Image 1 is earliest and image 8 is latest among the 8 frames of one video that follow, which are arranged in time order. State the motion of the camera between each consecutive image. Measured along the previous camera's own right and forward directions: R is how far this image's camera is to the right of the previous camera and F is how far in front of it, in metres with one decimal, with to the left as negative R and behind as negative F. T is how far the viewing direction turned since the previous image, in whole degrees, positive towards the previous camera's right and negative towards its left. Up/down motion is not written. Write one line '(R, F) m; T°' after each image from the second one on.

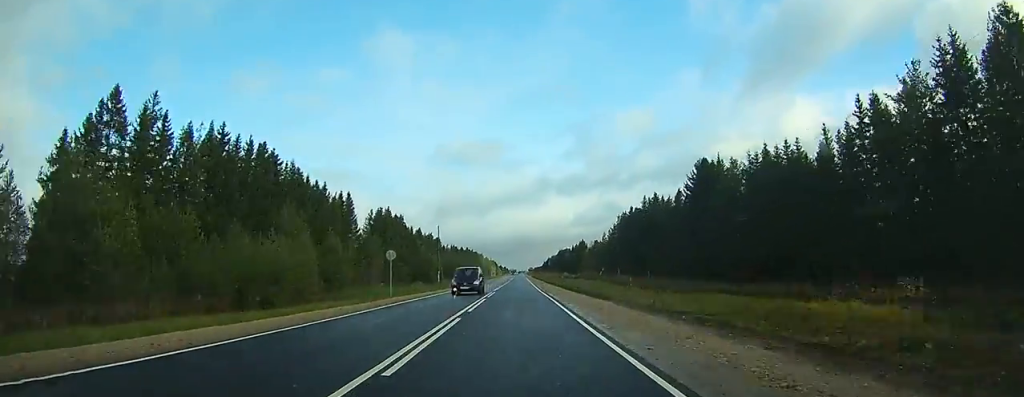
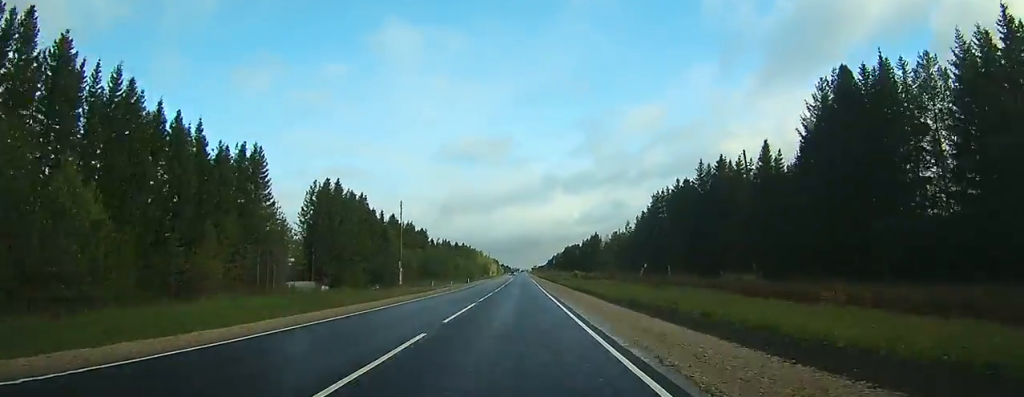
(-0.2, +40.0) m; 0°
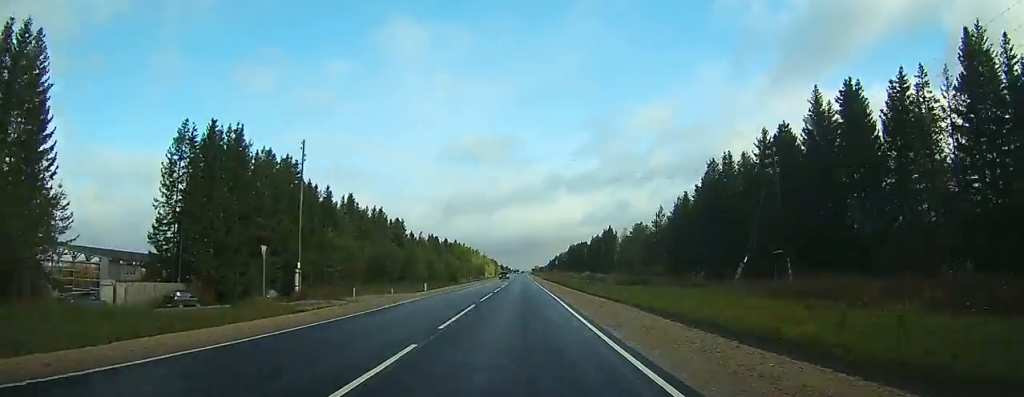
(0.0, +37.3) m; 0°
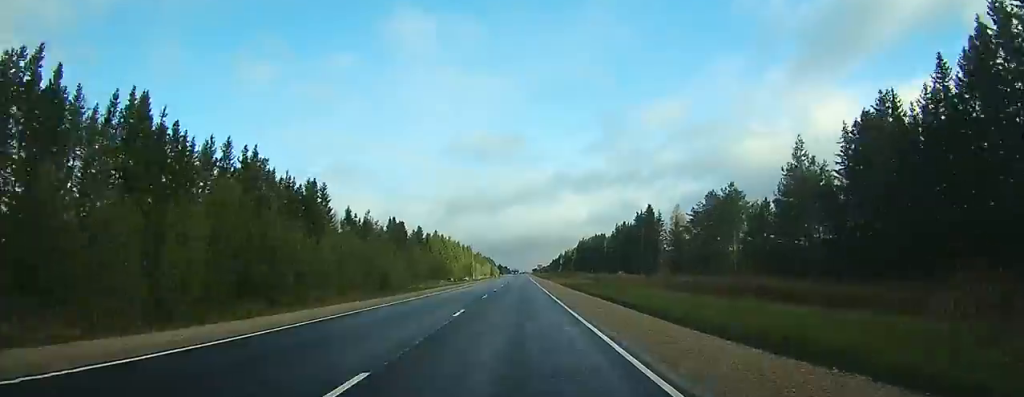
(-0.3, +62.4) m; 0°
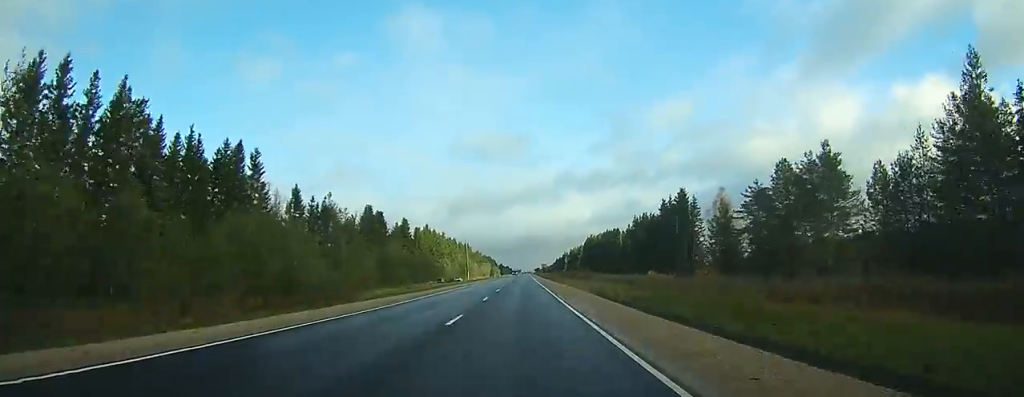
(0.0, +26.1) m; 0°
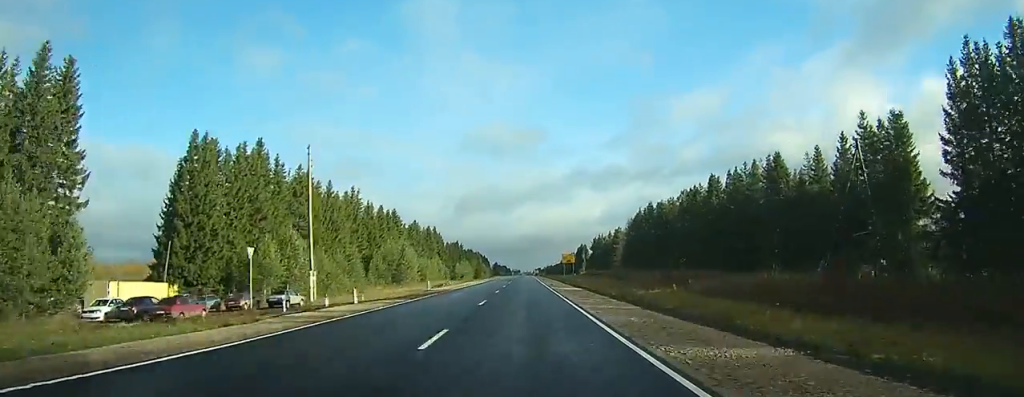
(-0.5, +124.4) m; -1°
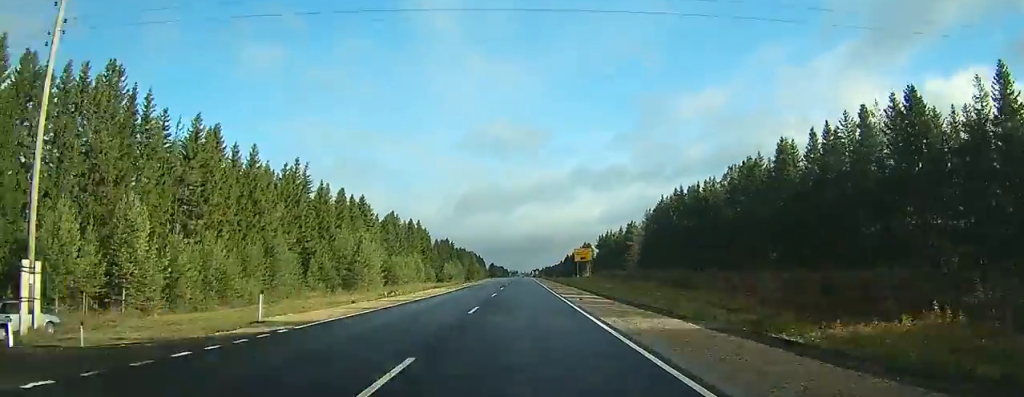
(-0.1, +28.1) m; 0°
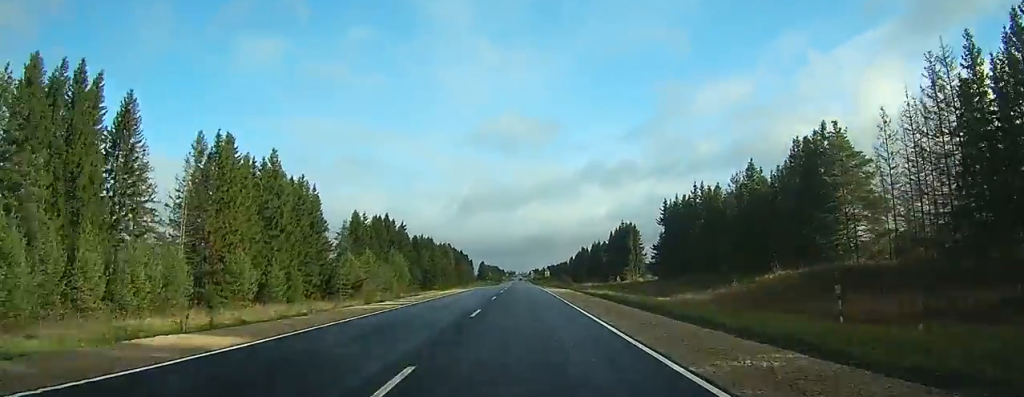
(0.0, +110.7) m; 0°
